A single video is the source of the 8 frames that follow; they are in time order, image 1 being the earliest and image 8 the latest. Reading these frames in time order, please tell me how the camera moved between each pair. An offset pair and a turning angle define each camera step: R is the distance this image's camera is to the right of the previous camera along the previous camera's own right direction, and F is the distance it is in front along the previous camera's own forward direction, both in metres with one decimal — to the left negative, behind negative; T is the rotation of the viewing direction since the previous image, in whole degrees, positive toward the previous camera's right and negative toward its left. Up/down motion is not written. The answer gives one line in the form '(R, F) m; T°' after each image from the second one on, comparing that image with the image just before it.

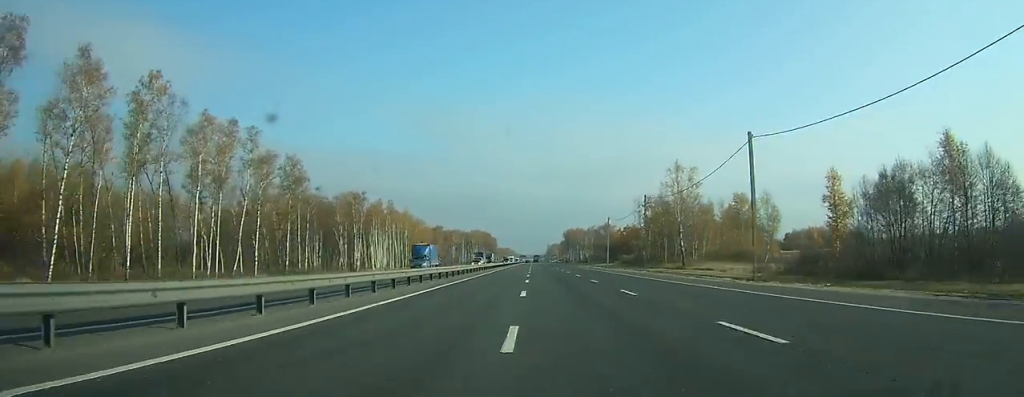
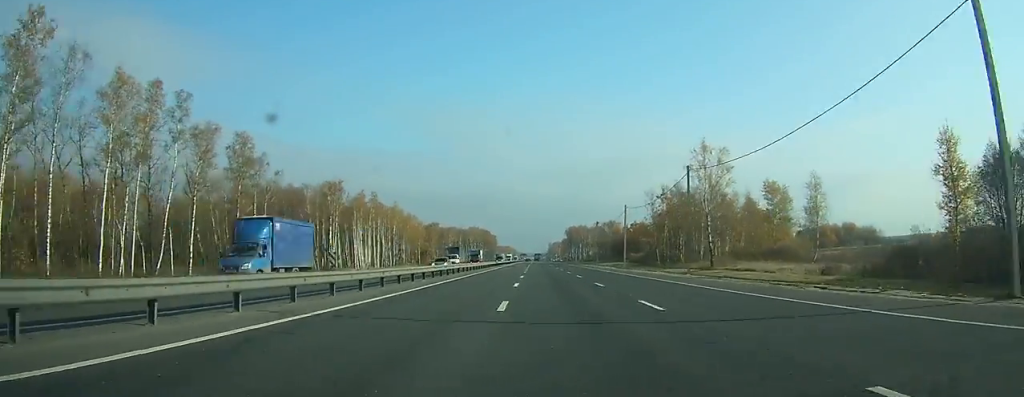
(0.0, +18.4) m; 0°
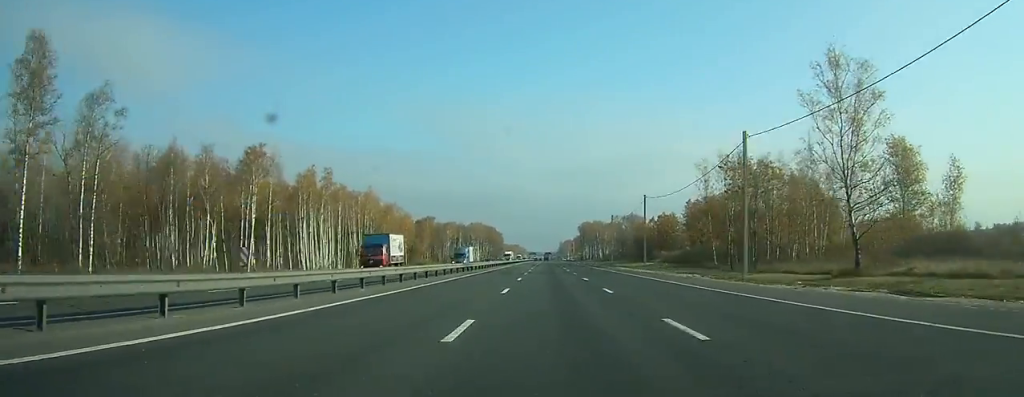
(-0.2, +42.5) m; -1°
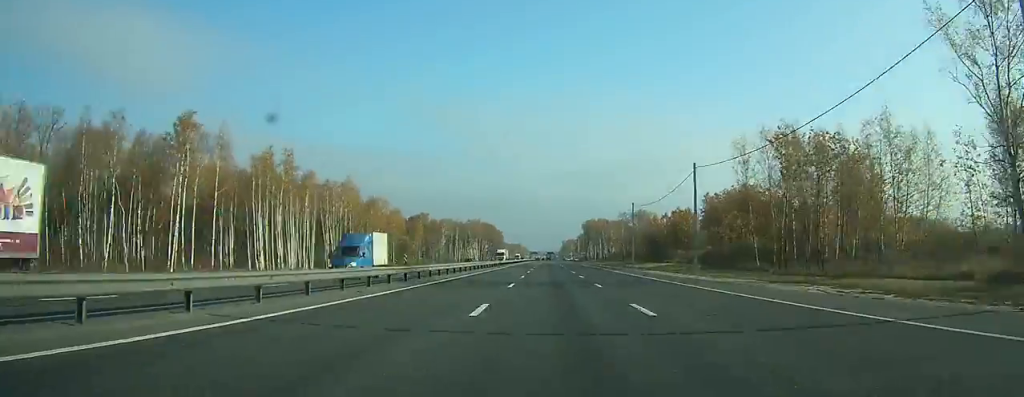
(0.0, +21.1) m; 0°
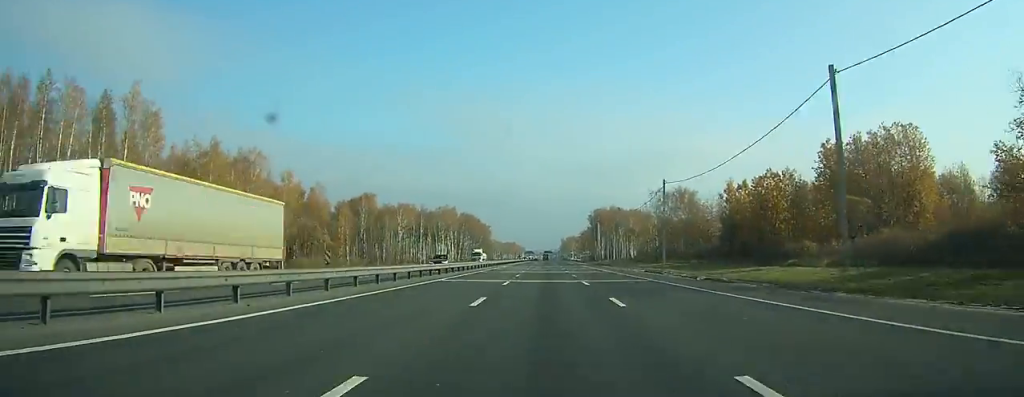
(+0.1, +83.7) m; 0°
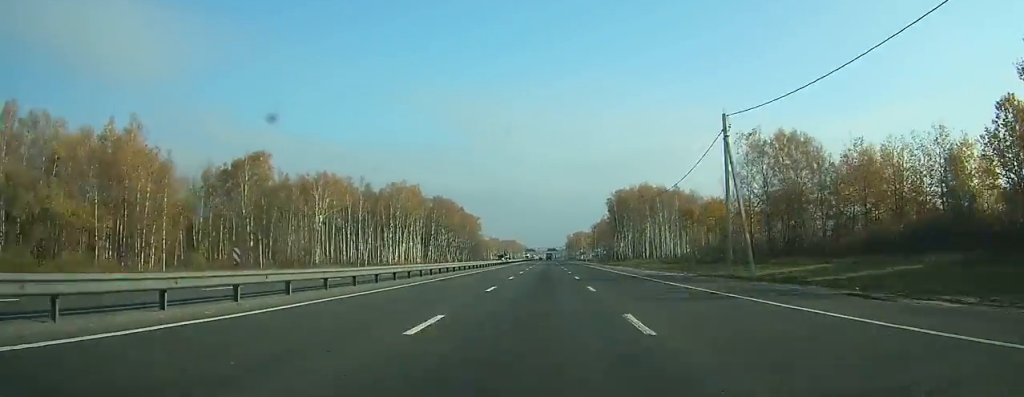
(-0.1, +79.7) m; 0°
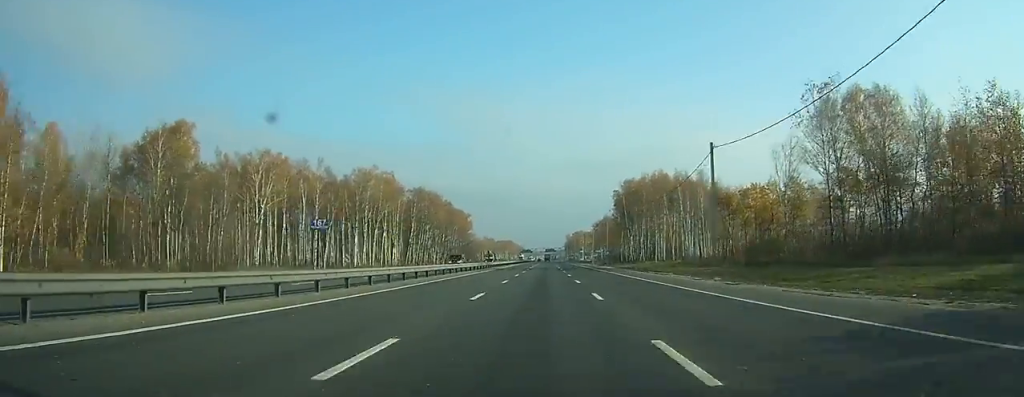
(0.0, +29.3) m; 0°
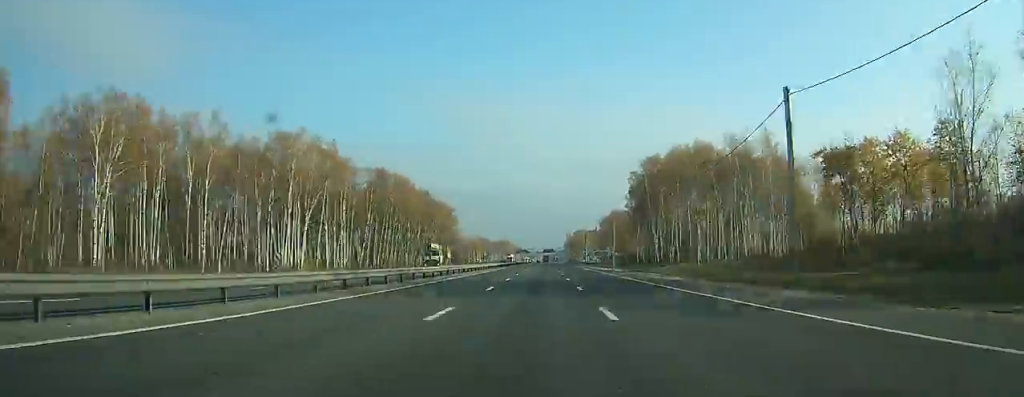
(0.0, +43.7) m; 0°
